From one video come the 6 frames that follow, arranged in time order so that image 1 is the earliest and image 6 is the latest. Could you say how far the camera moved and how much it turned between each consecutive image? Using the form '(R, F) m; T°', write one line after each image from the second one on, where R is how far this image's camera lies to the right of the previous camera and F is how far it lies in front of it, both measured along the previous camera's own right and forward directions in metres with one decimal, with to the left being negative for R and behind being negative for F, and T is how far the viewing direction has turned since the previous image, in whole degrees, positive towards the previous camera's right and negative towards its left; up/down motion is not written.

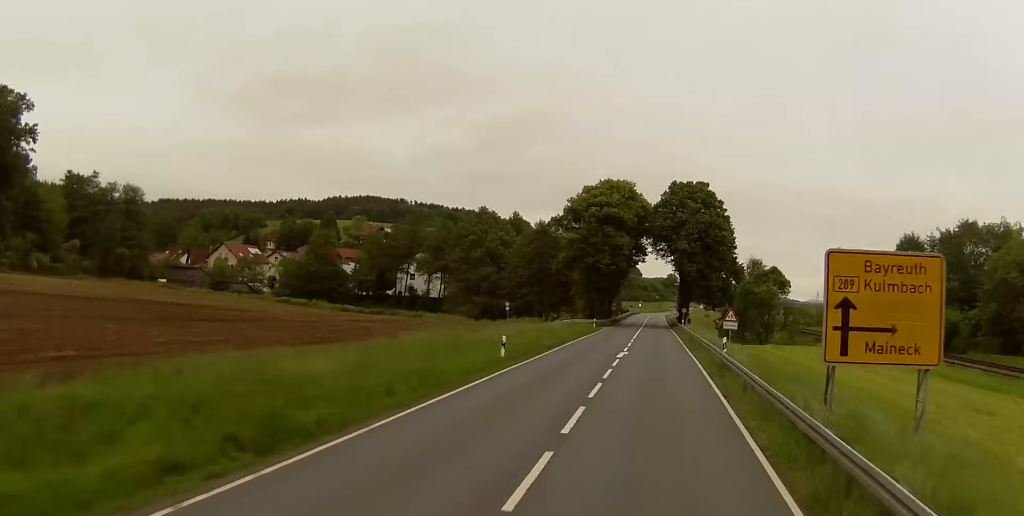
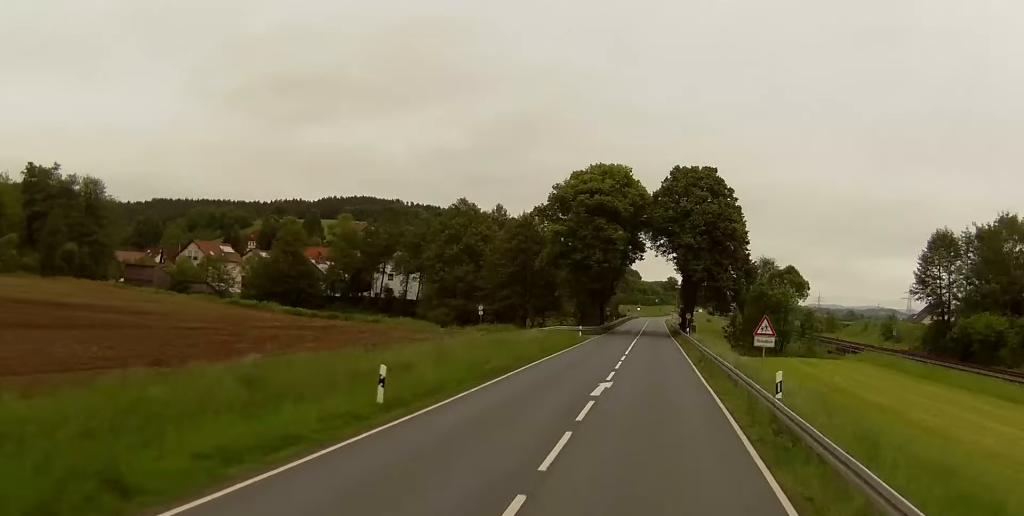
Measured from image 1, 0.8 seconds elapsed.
(0.0, +14.9) m; 0°
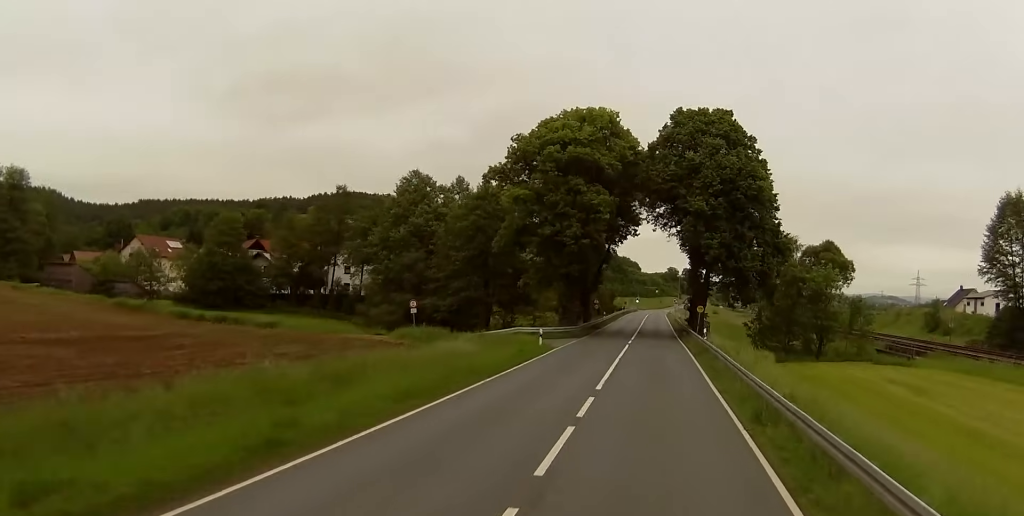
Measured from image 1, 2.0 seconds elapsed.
(0.0, +24.0) m; 0°
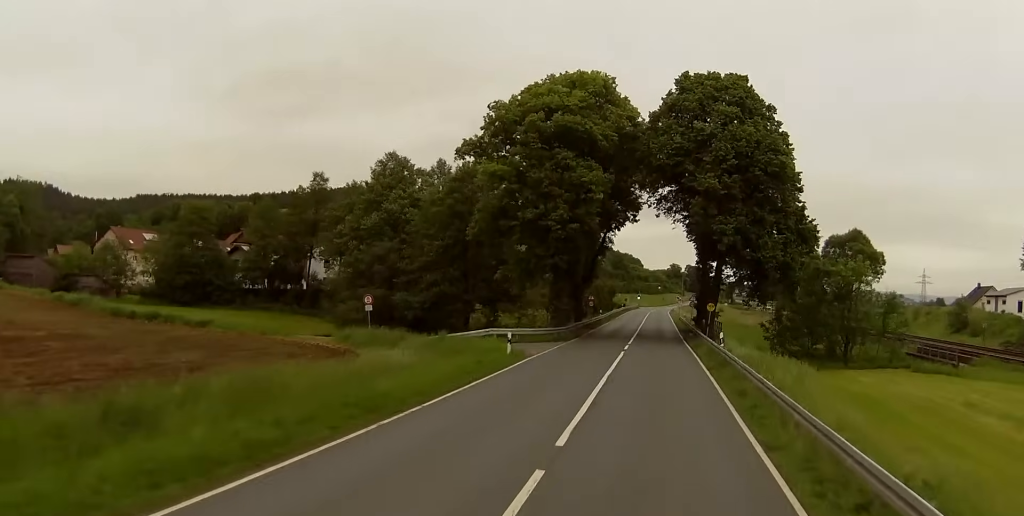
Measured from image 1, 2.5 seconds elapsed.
(0.0, +10.3) m; 0°
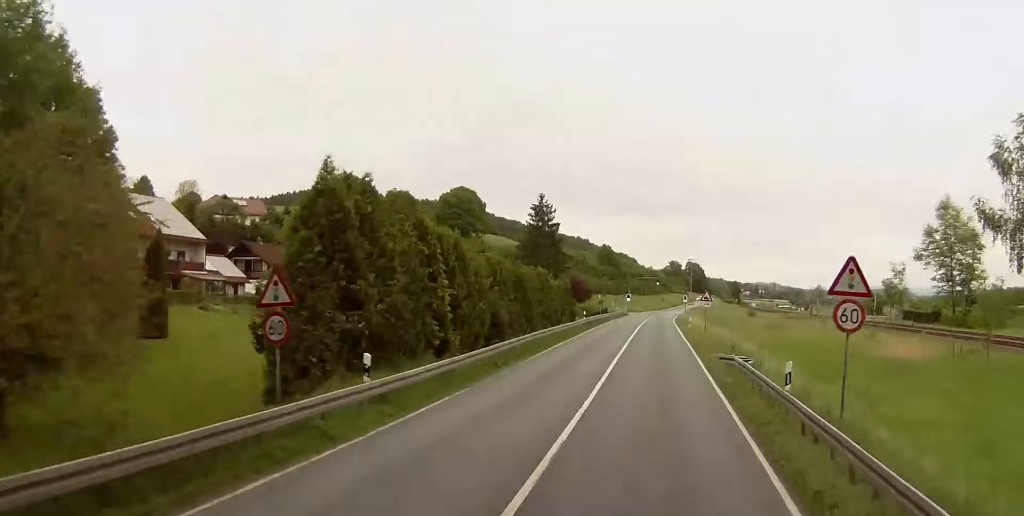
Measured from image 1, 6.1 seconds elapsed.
(-0.9, +68.9) m; -3°
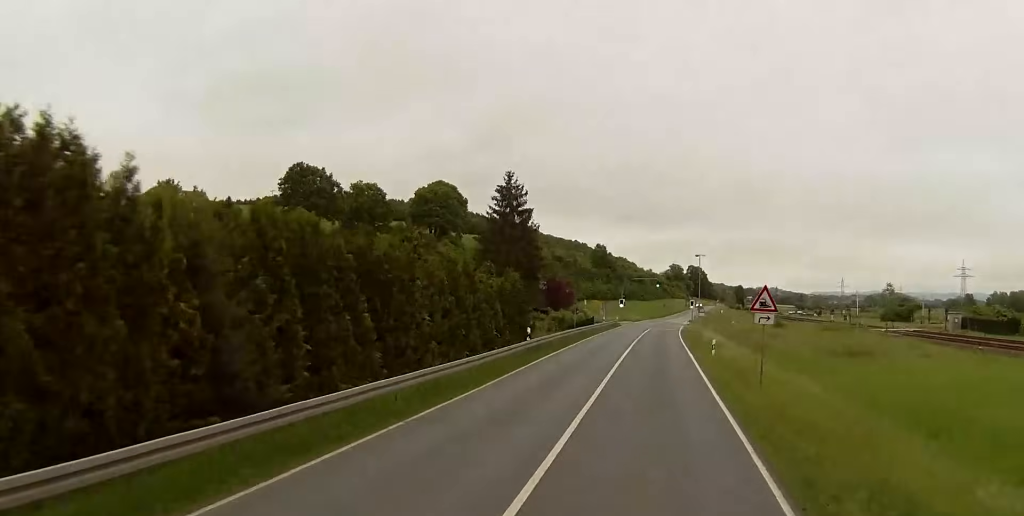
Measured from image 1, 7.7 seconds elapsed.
(+0.3, +29.2) m; +2°
